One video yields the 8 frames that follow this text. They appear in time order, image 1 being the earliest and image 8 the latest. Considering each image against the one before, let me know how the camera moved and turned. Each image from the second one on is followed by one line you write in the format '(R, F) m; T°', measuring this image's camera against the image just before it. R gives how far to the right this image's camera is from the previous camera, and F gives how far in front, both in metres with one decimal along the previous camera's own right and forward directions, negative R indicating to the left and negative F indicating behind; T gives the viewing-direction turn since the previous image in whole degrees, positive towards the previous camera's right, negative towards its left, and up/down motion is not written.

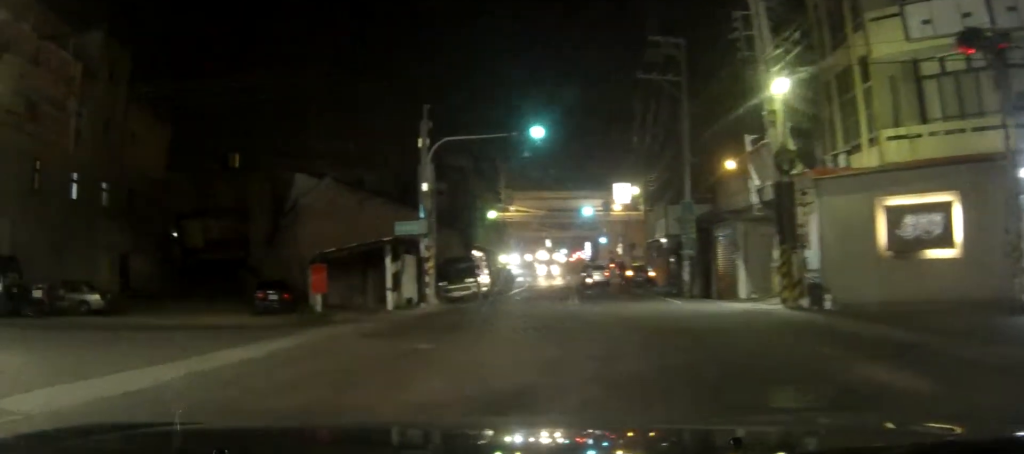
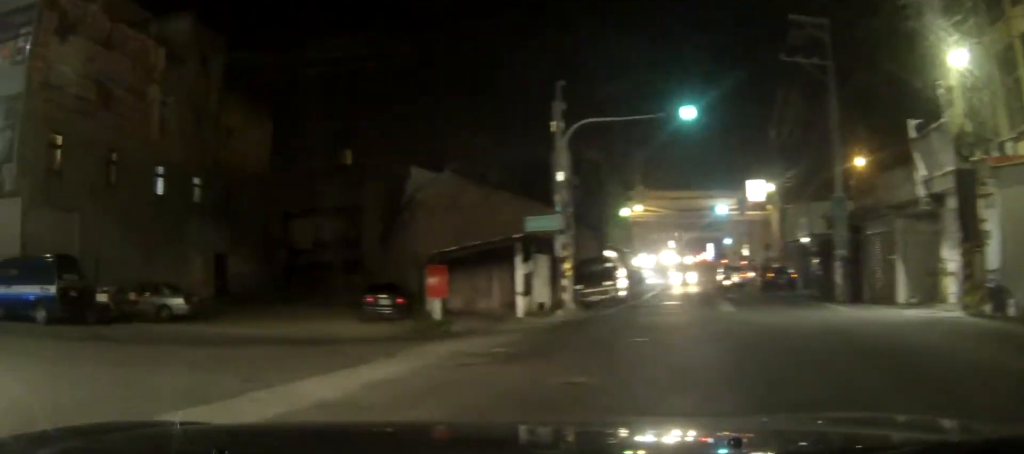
(-0.3, +3.0) m; -11°
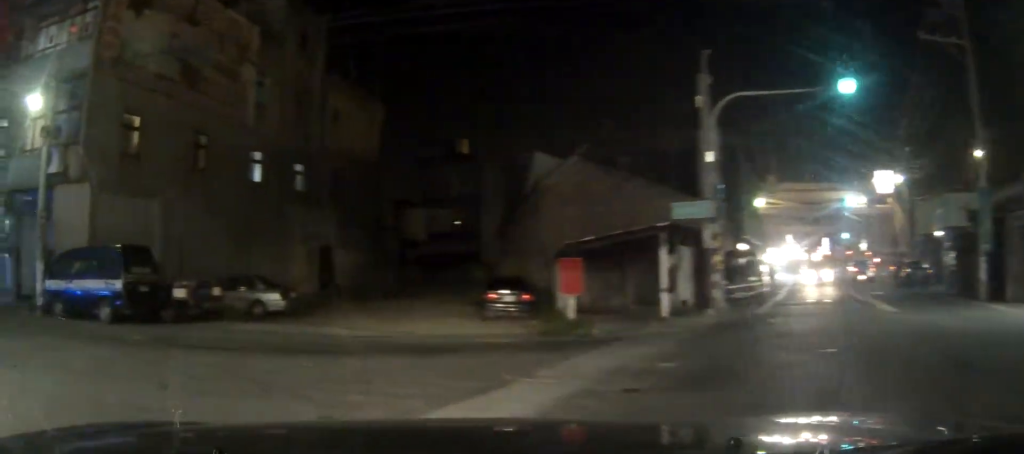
(-0.1, +2.5) m; -10°
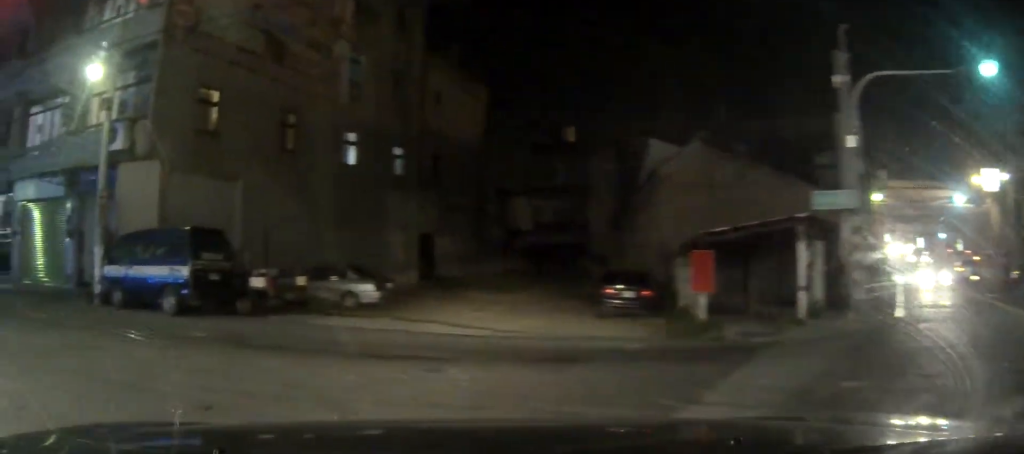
(-0.2, +2.2) m; -7°
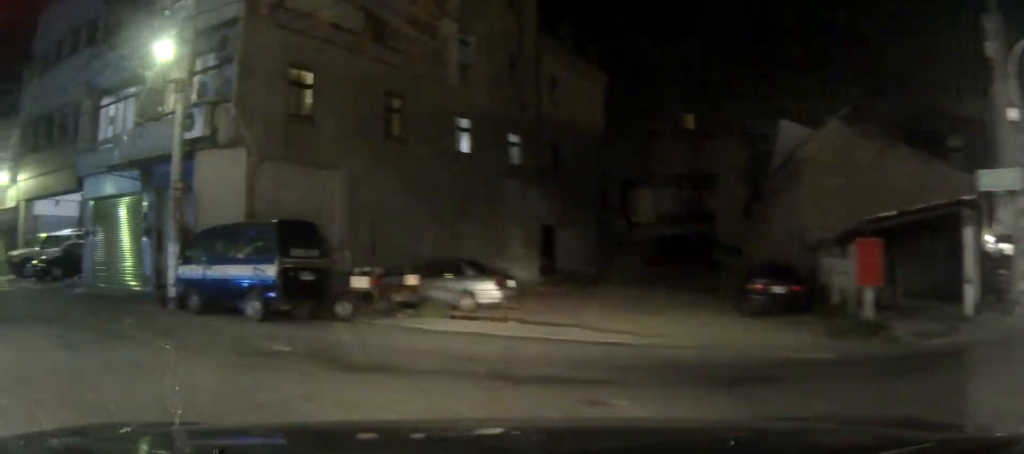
(-0.2, +2.6) m; -7°
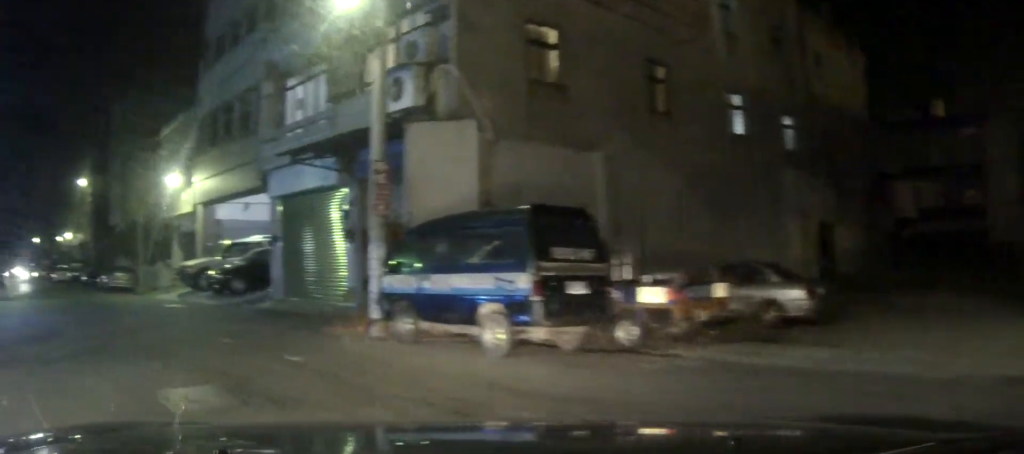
(-0.4, +5.3) m; -9°
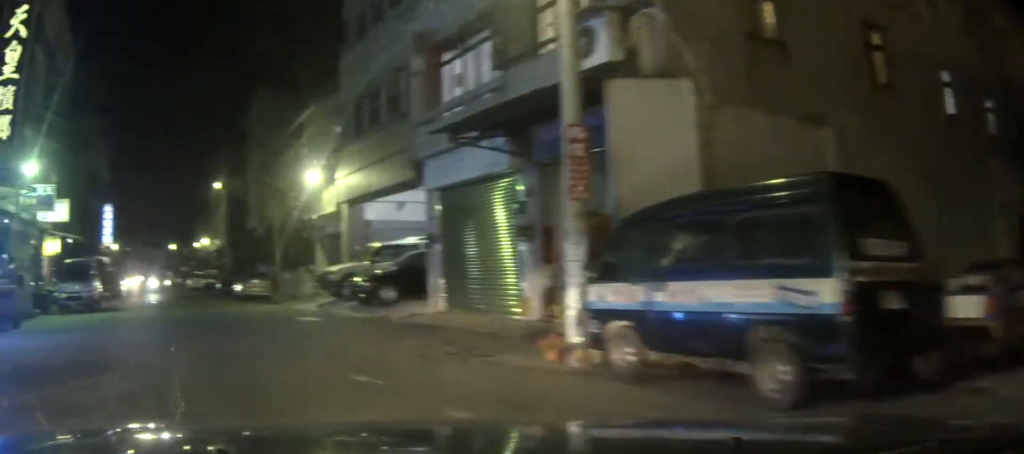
(-0.2, +3.7) m; -7°
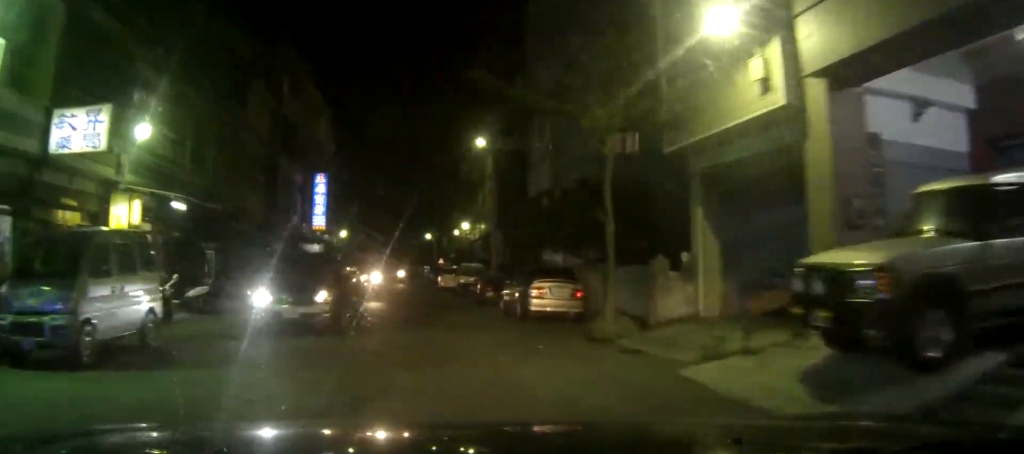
(-3.2, +15.0) m; -16°
